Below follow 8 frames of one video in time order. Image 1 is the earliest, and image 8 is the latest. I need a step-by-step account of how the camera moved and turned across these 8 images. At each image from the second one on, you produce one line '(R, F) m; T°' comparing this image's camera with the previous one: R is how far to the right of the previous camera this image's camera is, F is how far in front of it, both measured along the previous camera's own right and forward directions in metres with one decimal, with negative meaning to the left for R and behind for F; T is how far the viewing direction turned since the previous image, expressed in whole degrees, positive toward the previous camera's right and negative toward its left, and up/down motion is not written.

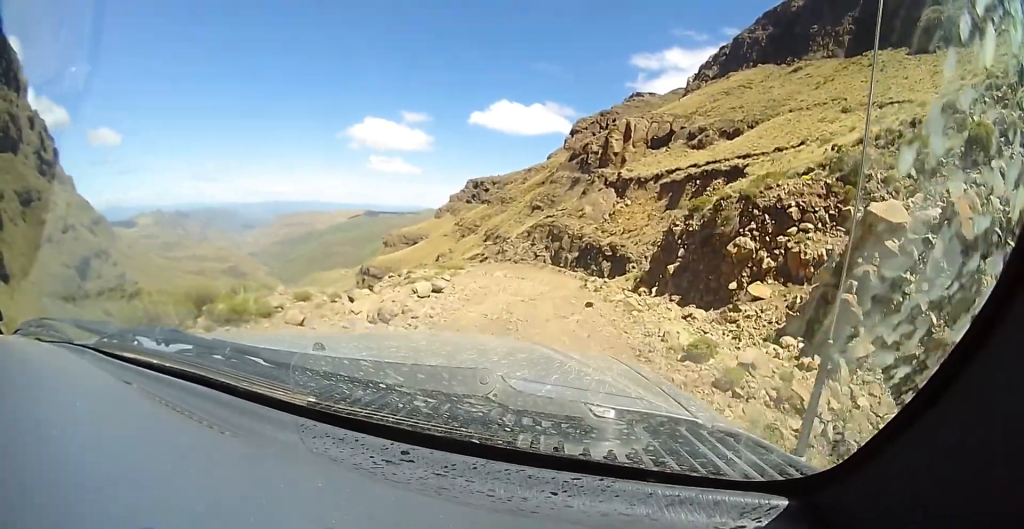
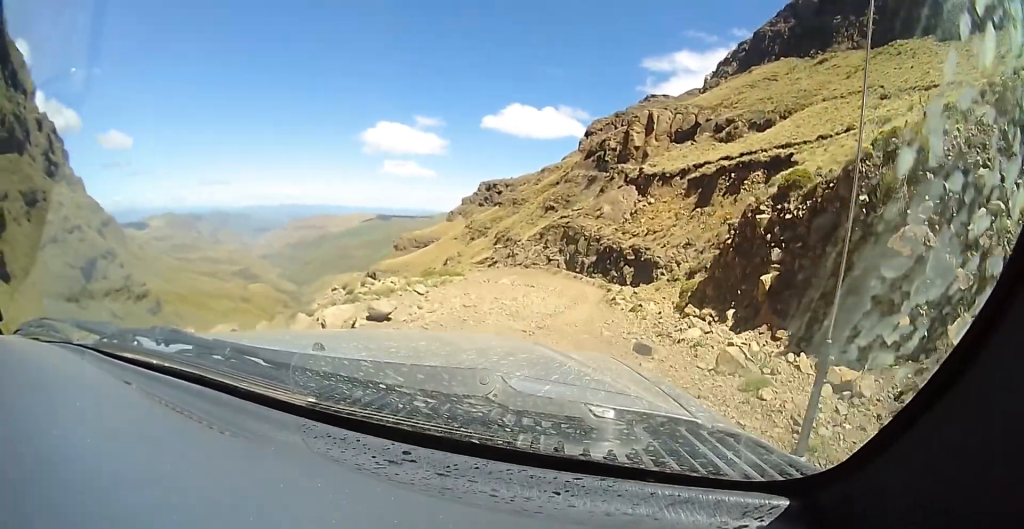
(0.0, +5.0) m; +3°
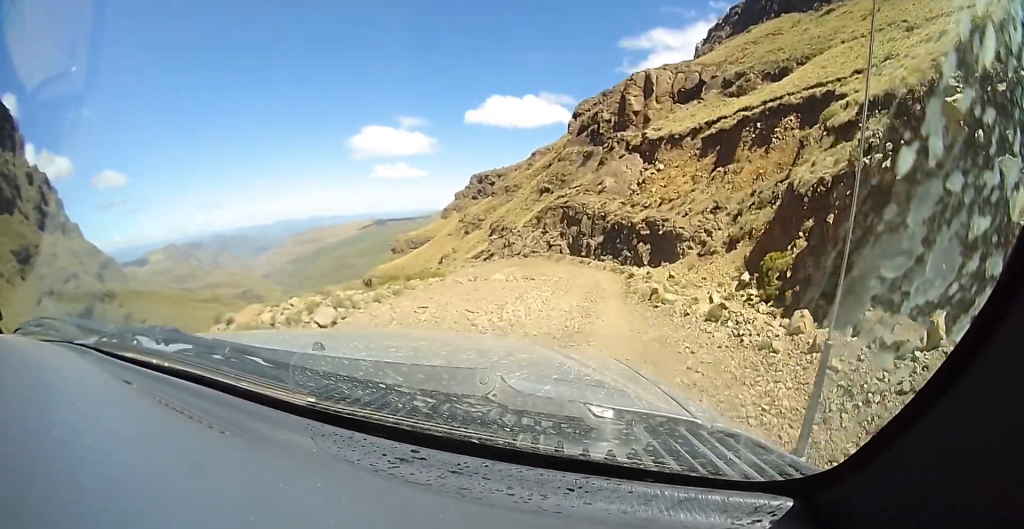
(+0.4, +6.5) m; +9°
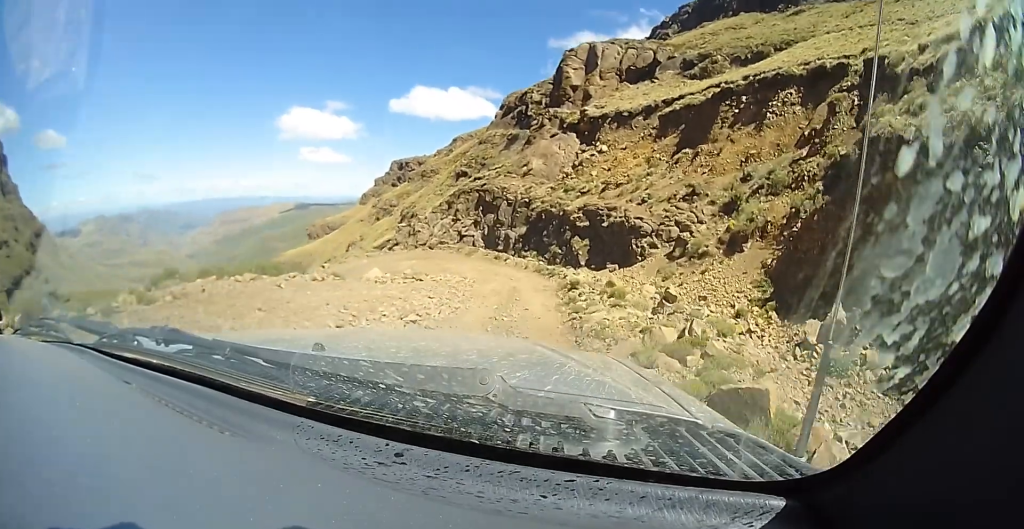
(+0.7, +8.5) m; +2°
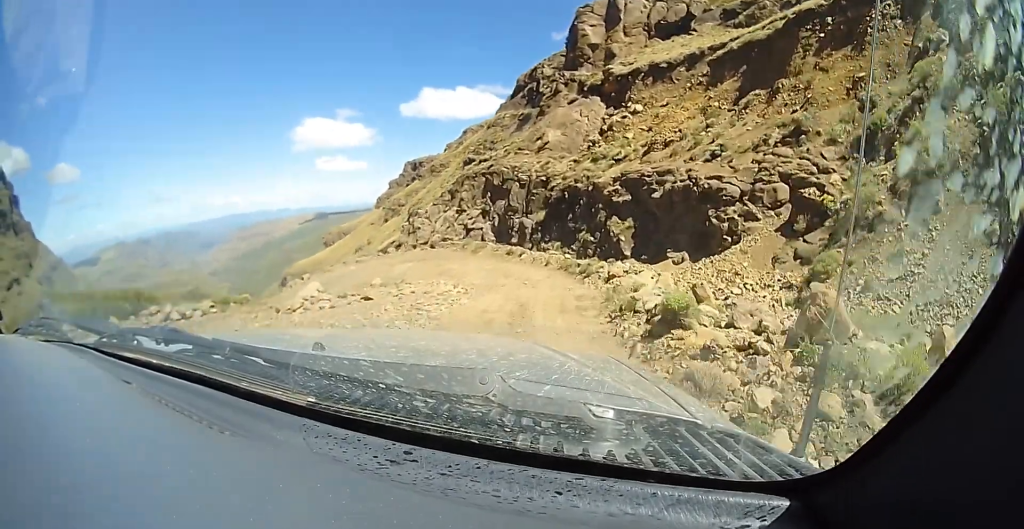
(-0.5, +6.9) m; -8°
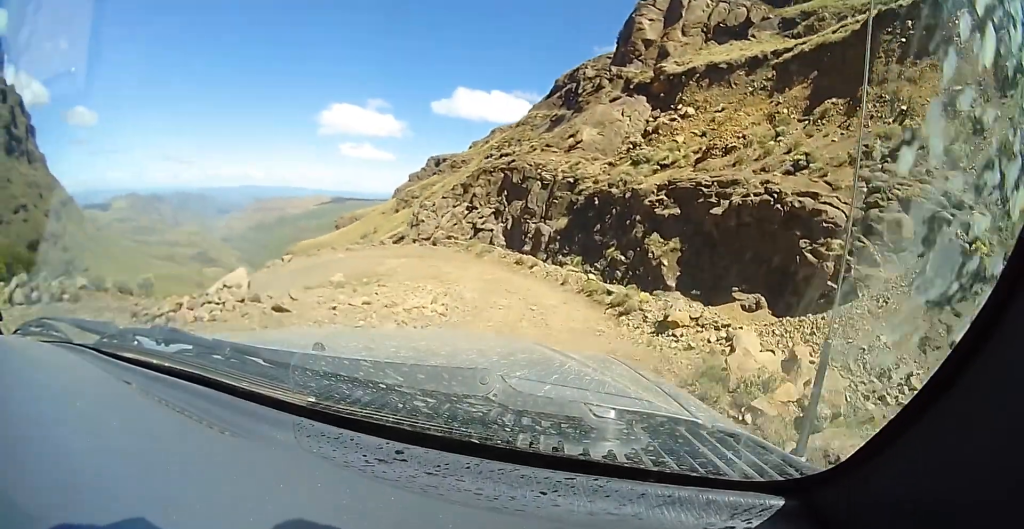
(-0.1, +4.0) m; -2°
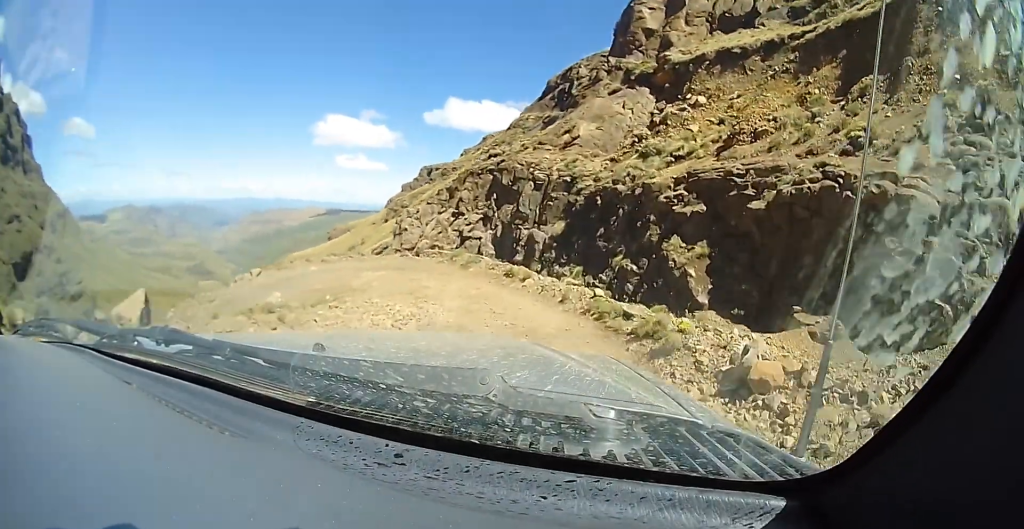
(0.0, +2.9) m; -2°
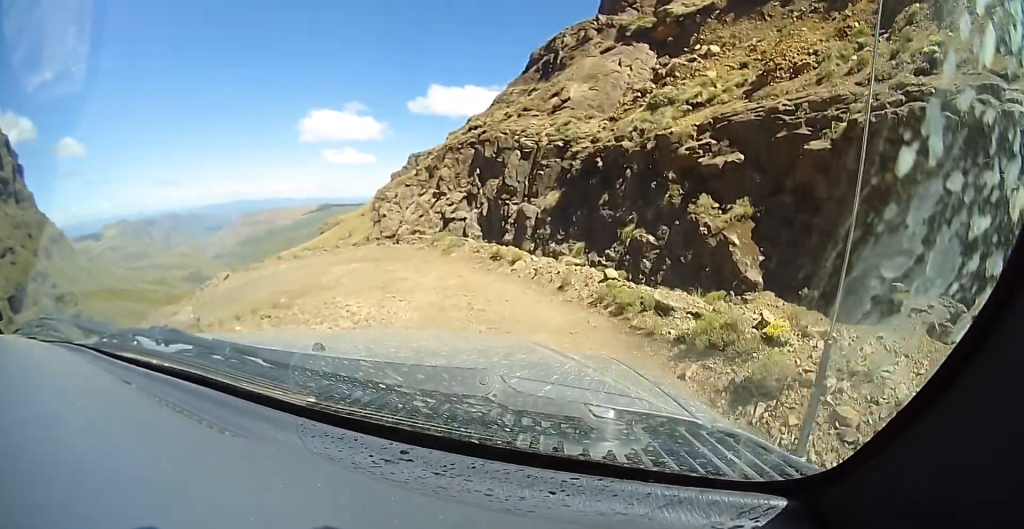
(0.0, +2.8) m; -5°
